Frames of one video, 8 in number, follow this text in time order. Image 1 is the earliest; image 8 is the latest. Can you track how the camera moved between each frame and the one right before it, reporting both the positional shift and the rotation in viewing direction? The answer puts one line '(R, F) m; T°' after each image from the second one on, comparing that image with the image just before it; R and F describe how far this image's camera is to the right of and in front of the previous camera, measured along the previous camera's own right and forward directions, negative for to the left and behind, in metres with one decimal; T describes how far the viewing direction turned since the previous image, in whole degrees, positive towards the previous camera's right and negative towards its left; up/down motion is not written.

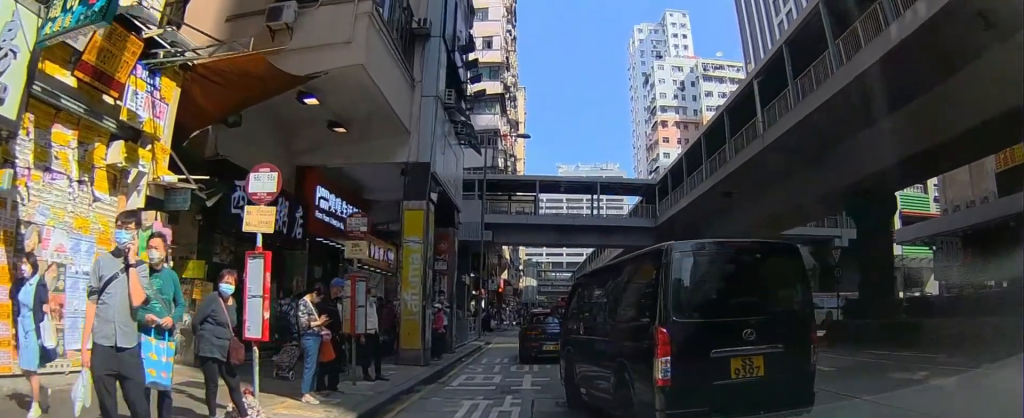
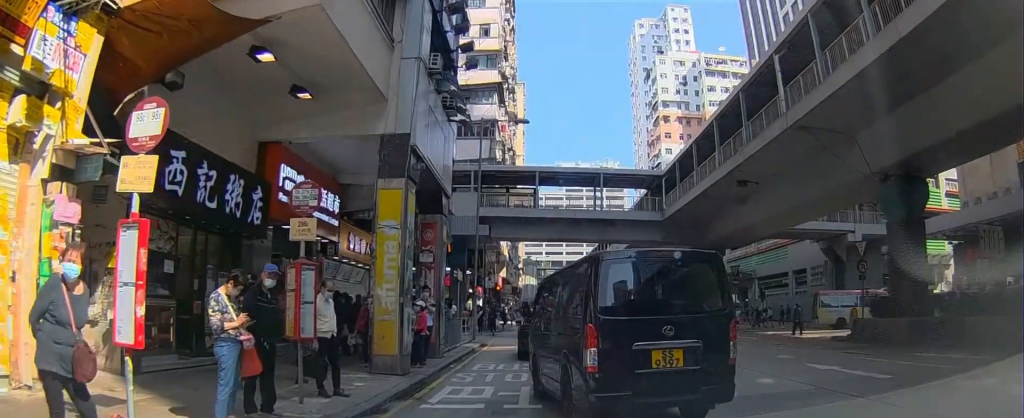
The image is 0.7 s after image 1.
(+0.1, +1.4) m; -1°
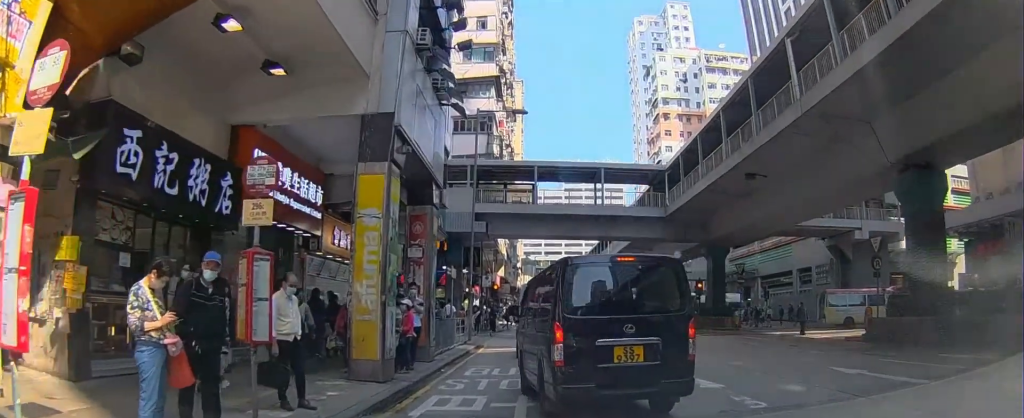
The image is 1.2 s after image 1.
(0.0, +0.8) m; -8°
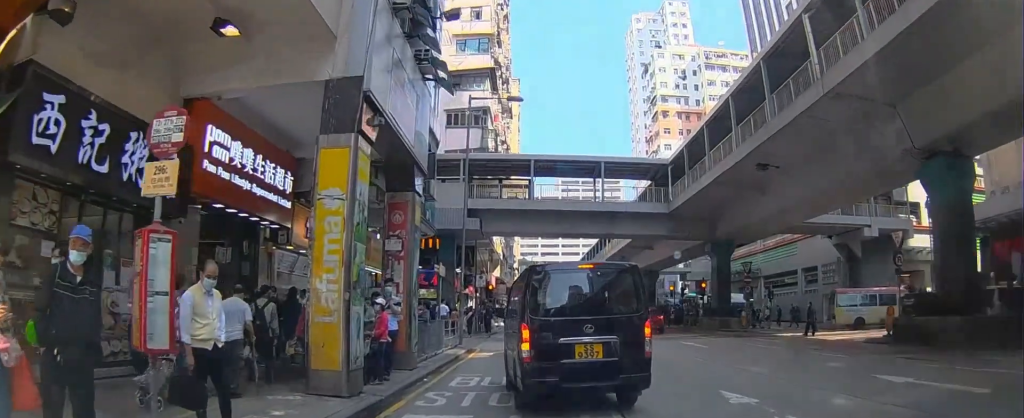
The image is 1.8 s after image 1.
(-0.2, +1.2) m; -10°
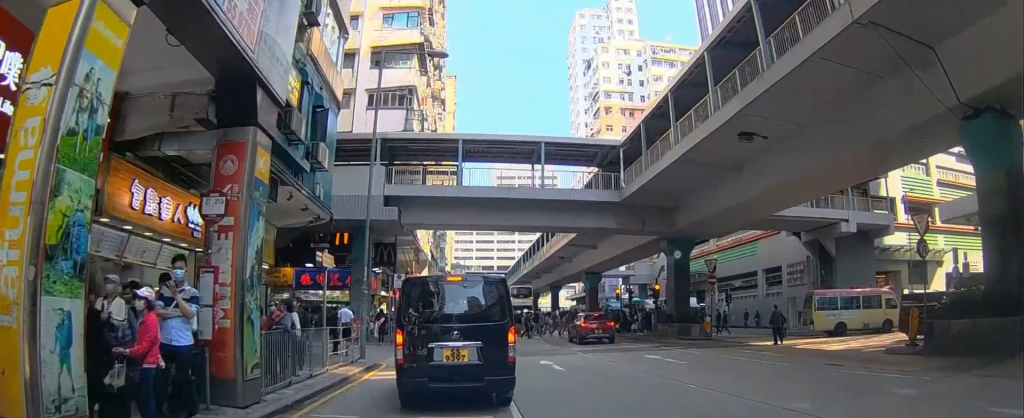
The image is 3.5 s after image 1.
(-0.6, +4.1) m; -8°
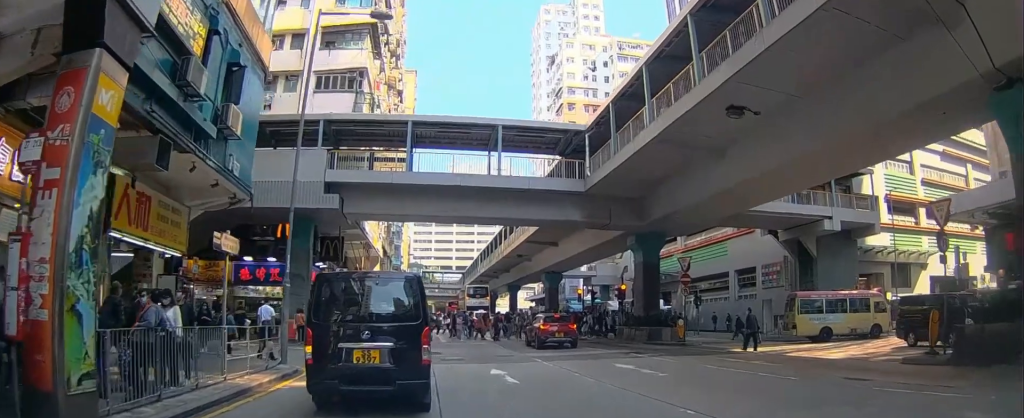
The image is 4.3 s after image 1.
(0.0, +2.5) m; 0°
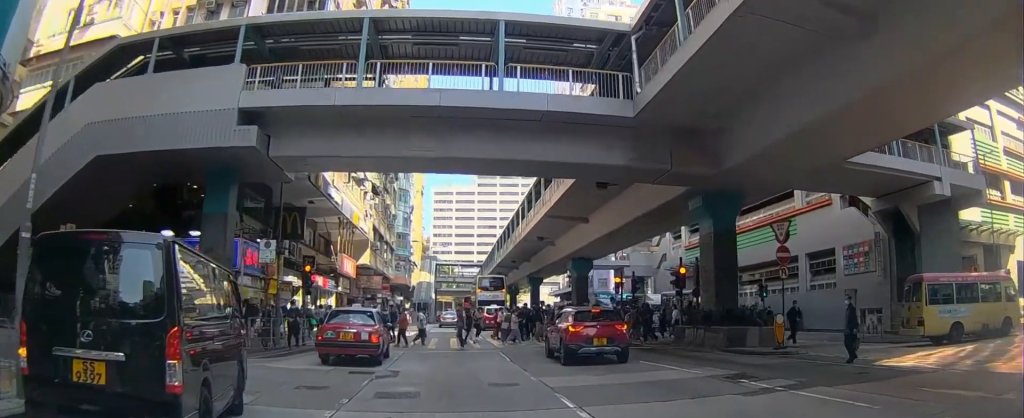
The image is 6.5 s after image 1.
(+0.2, +8.0) m; +17°
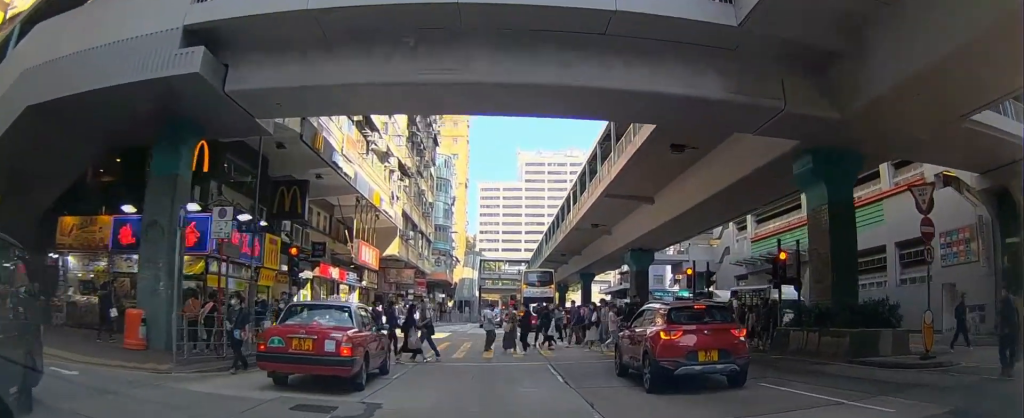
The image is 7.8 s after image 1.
(+0.7, +3.7) m; -3°
